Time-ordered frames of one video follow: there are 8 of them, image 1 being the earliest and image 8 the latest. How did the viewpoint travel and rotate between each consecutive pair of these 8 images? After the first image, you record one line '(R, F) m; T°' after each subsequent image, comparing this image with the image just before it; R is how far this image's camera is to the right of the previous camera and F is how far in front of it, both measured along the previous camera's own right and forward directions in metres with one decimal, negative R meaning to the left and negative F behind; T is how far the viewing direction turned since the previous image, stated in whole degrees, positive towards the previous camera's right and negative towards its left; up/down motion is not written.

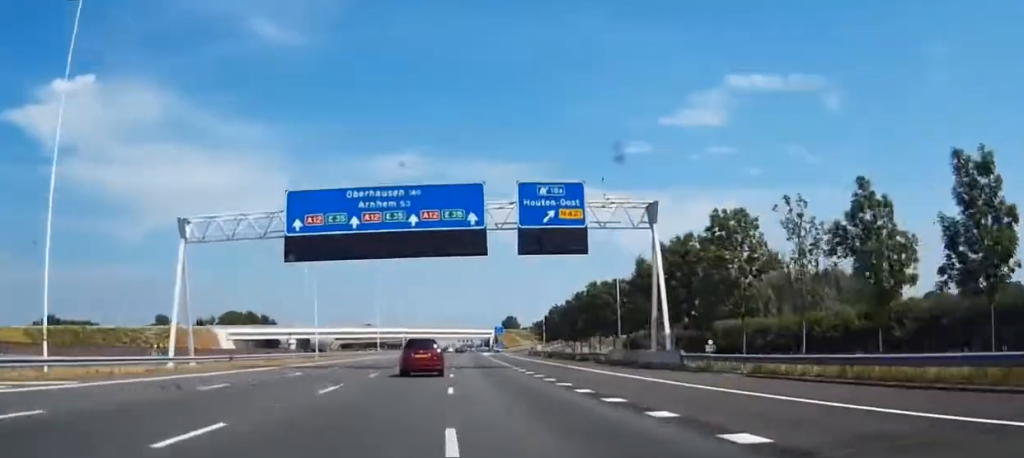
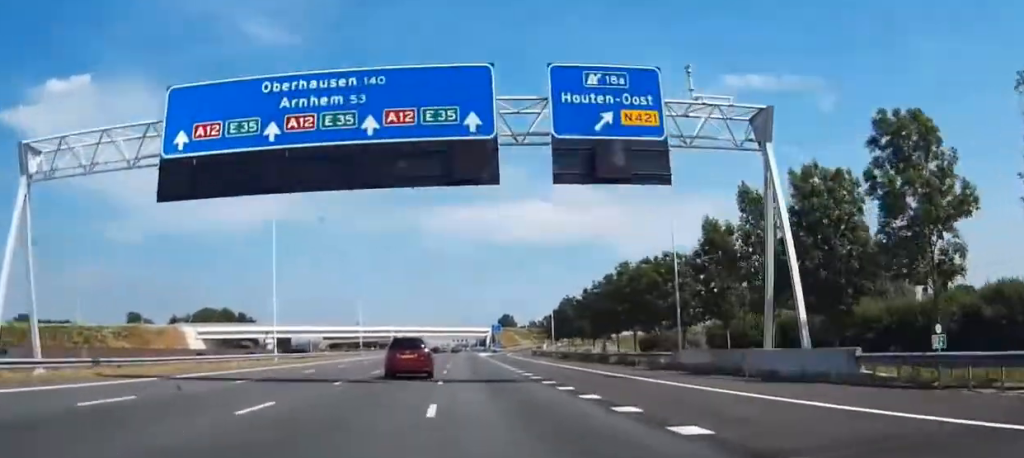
(+0.2, +18.8) m; +1°
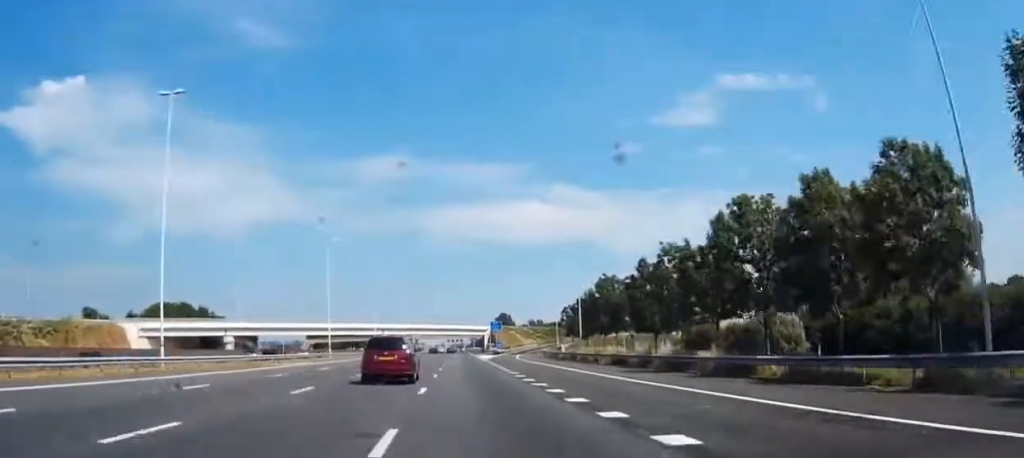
(0.0, +28.9) m; 0°
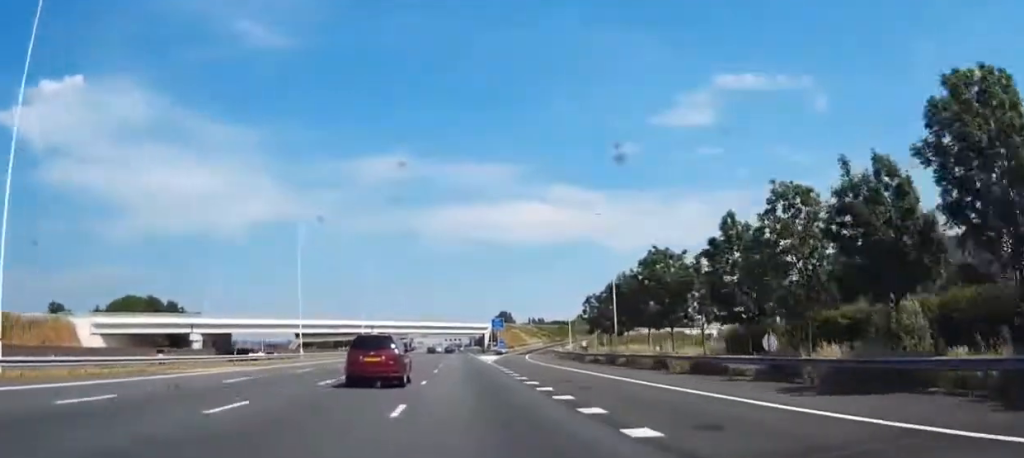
(+0.1, +18.9) m; 0°
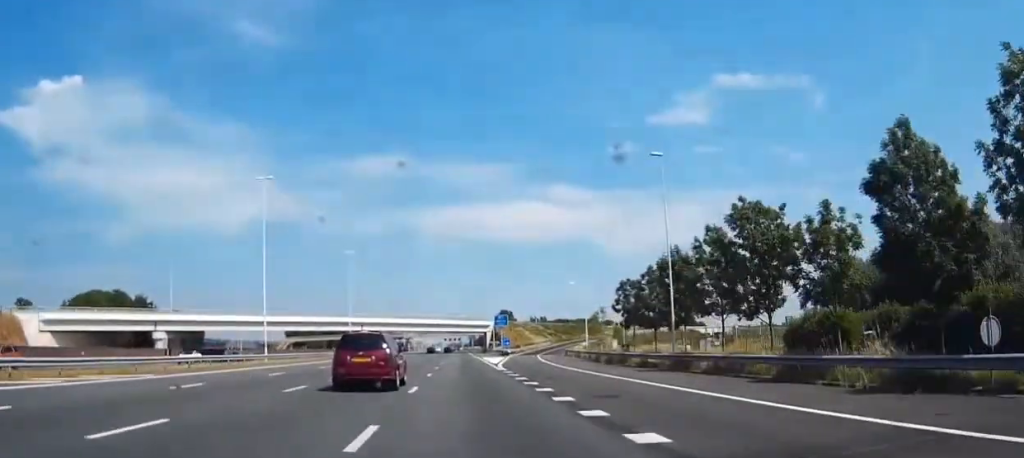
(+0.1, +16.7) m; 0°
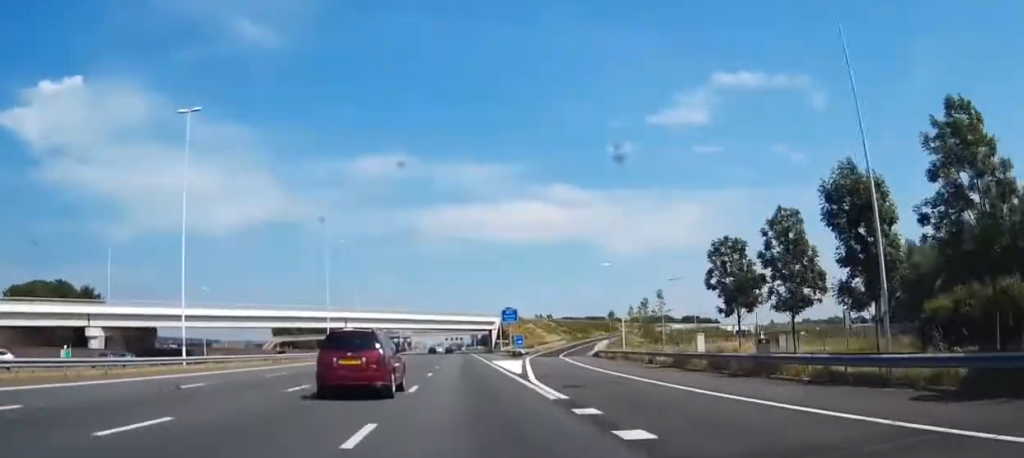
(-0.2, +23.3) m; 0°
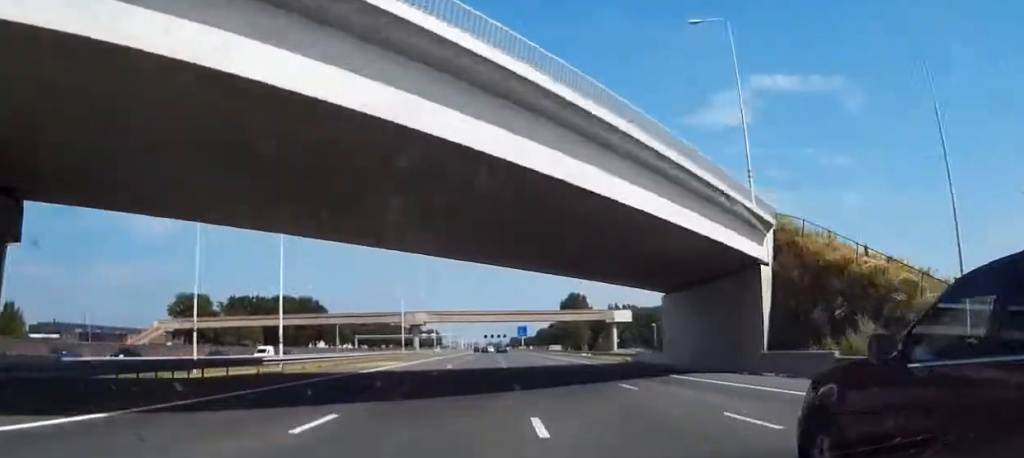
(-4.6, +130.5) m; -2°
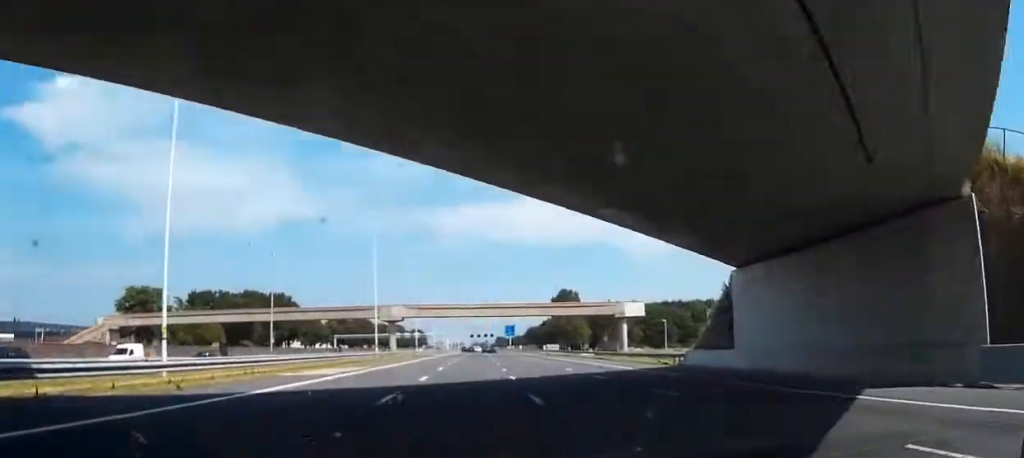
(+0.1, +17.7) m; +1°
